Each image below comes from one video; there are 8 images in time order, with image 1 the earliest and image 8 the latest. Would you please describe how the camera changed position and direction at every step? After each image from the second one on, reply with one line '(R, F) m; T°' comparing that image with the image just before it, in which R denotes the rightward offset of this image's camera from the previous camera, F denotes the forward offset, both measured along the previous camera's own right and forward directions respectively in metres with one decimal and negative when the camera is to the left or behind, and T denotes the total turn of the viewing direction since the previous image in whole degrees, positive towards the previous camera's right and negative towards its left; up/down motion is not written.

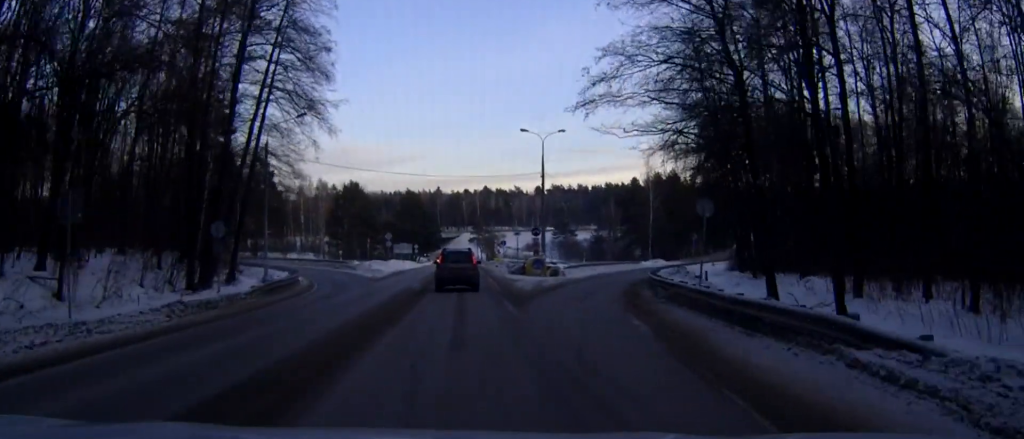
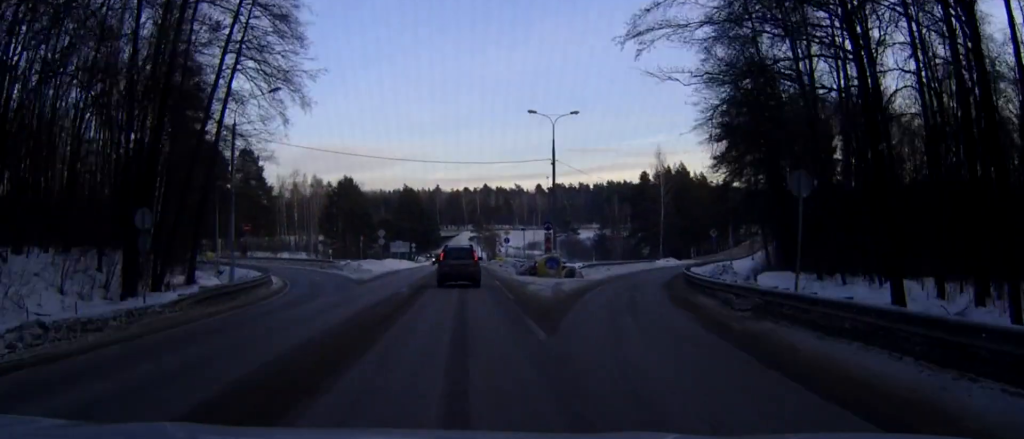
(0.0, +7.6) m; 0°
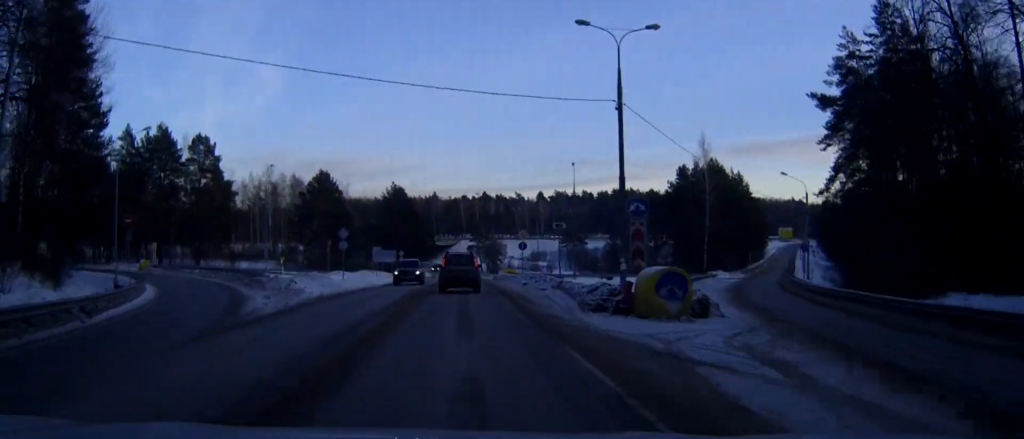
(-0.1, +24.4) m; 0°
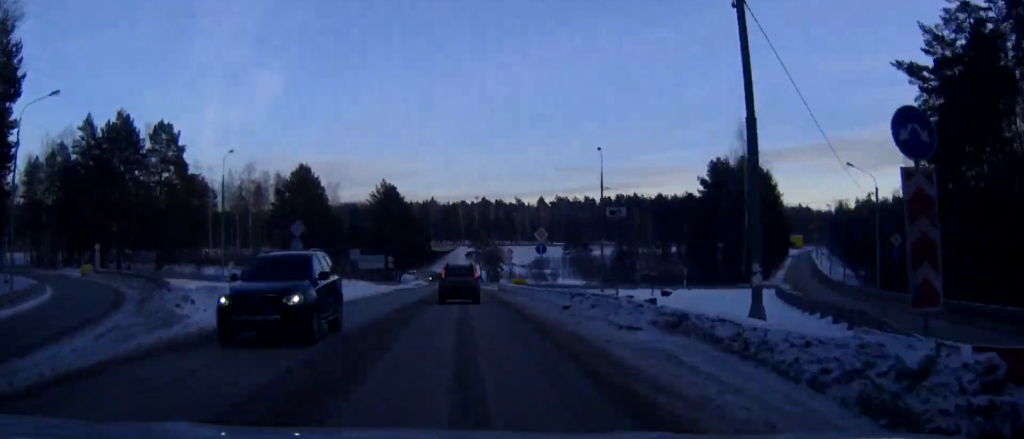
(0.0, +15.0) m; 0°
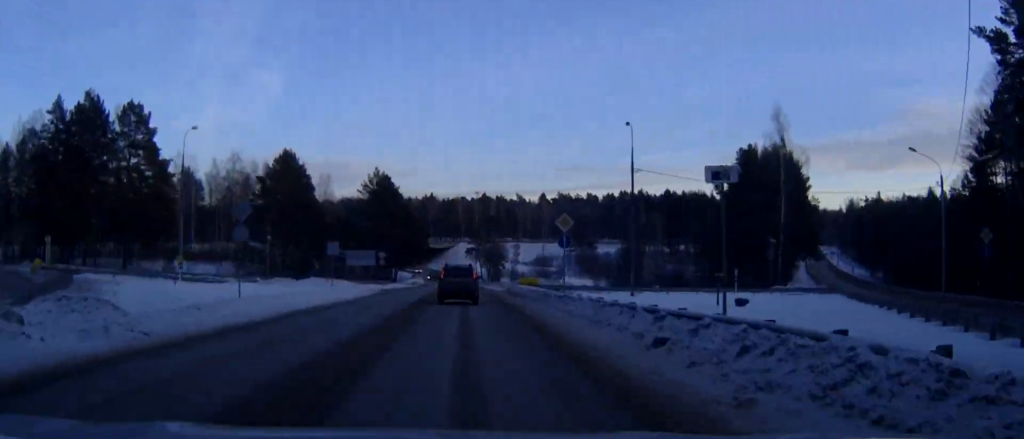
(0.0, +10.5) m; 0°
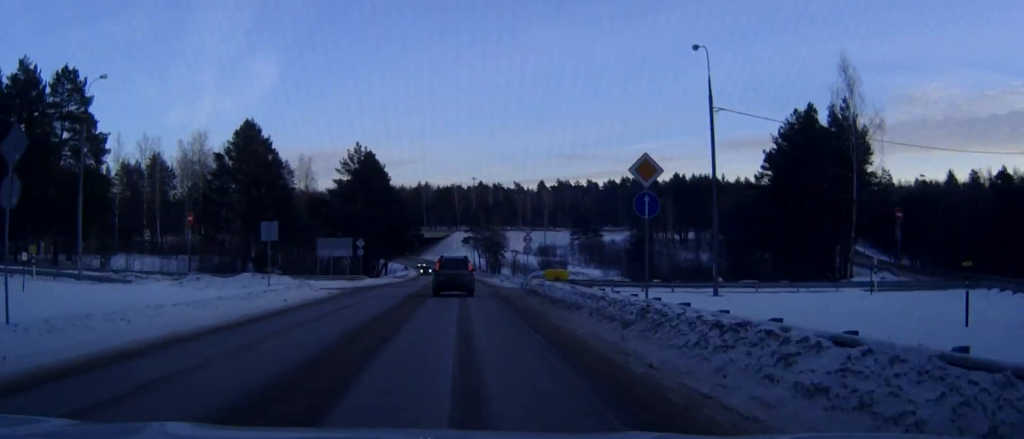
(0.0, +16.4) m; 0°
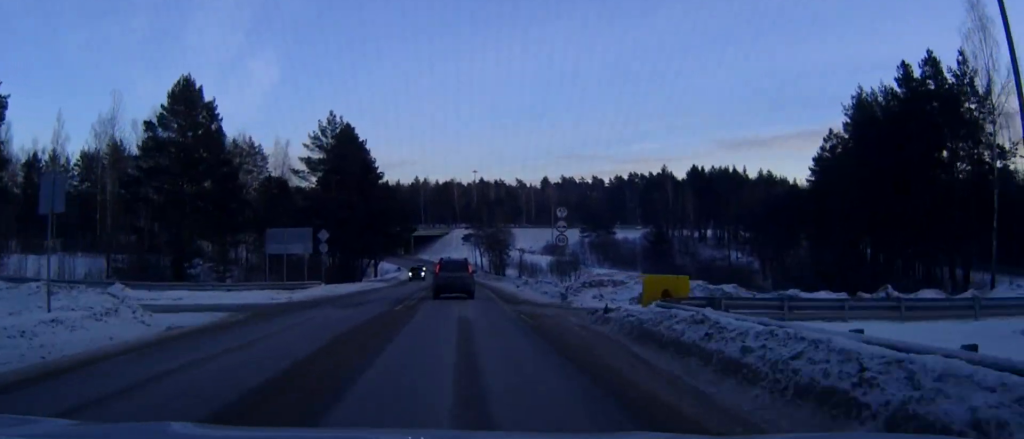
(0.0, +20.0) m; 0°
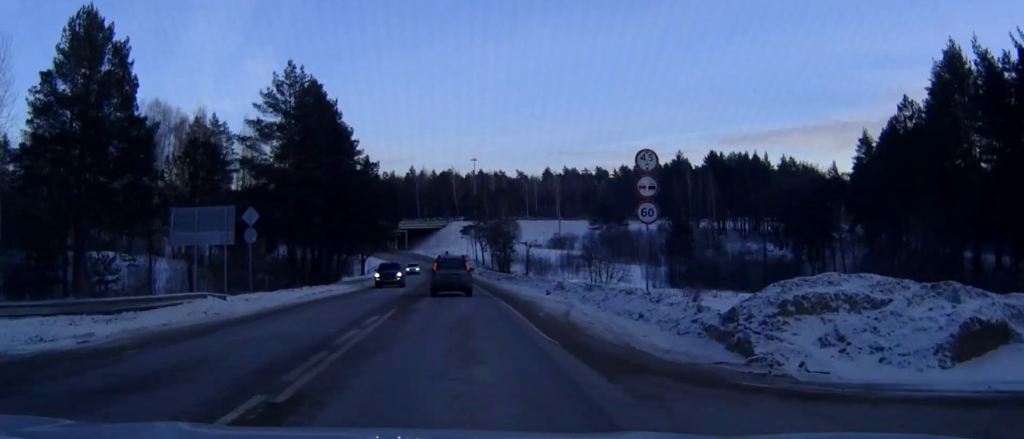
(+0.1, +18.7) m; 0°
